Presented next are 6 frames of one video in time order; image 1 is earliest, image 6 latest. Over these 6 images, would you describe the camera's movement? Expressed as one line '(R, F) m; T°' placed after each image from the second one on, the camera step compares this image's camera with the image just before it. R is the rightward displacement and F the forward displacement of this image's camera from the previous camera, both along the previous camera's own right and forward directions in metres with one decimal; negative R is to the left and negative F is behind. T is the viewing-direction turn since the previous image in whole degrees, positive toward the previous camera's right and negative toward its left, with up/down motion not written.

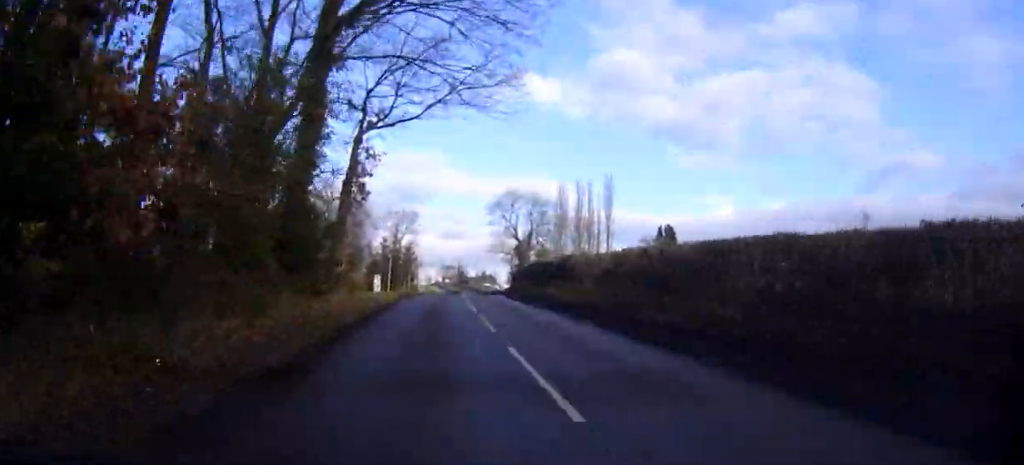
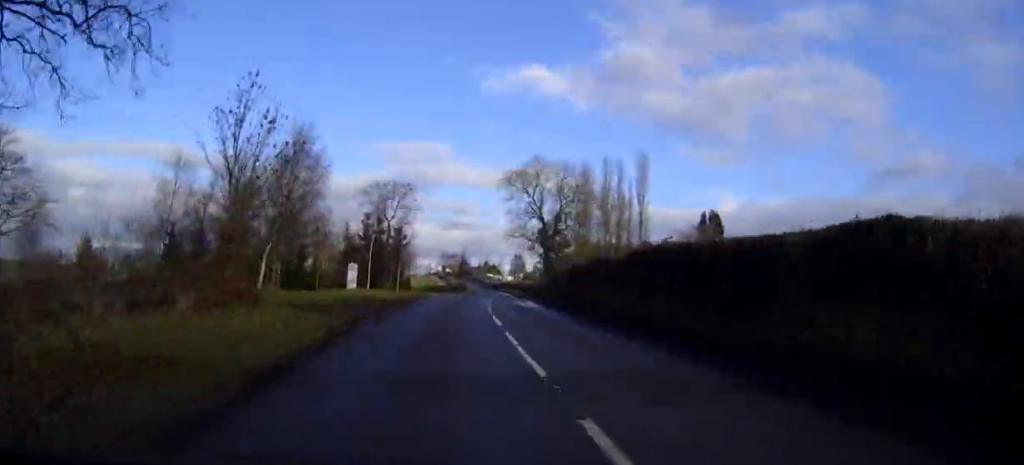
(-0.1, +23.6) m; 0°
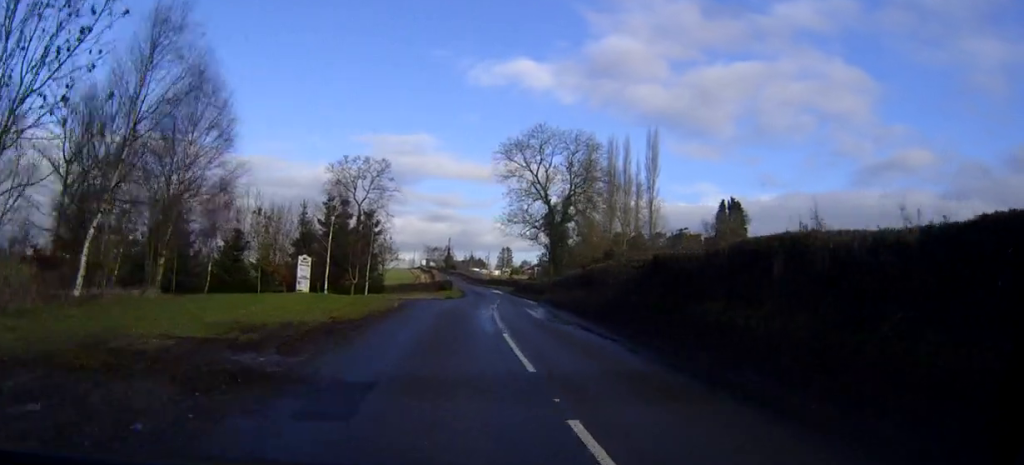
(0.0, +15.1) m; 0°
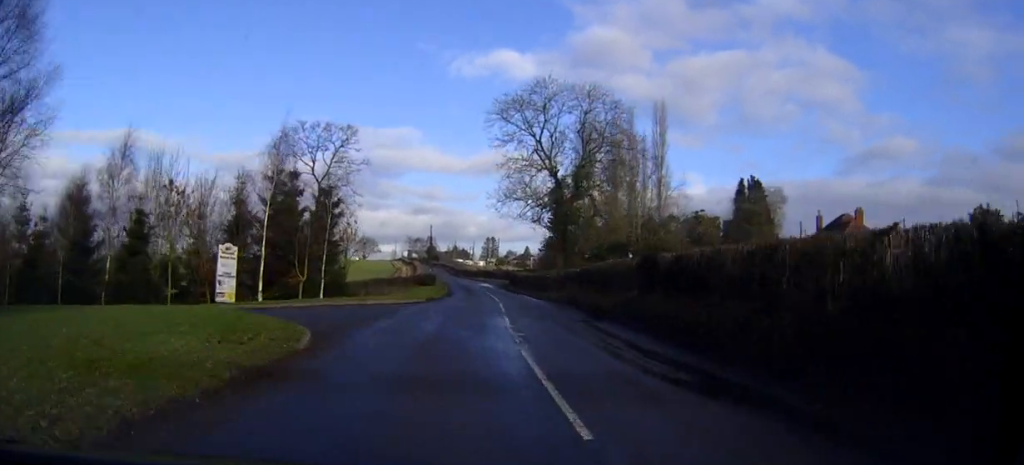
(0.0, +13.5) m; +1°
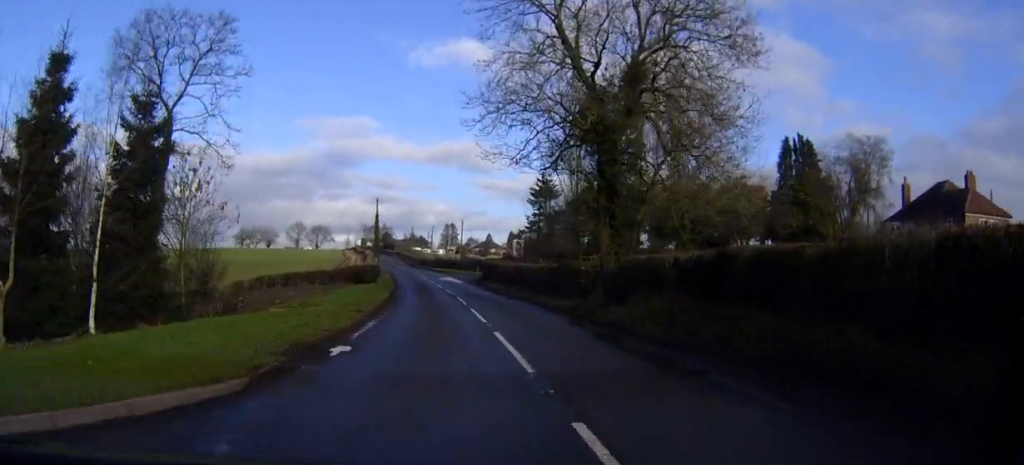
(+0.4, +24.9) m; +1°
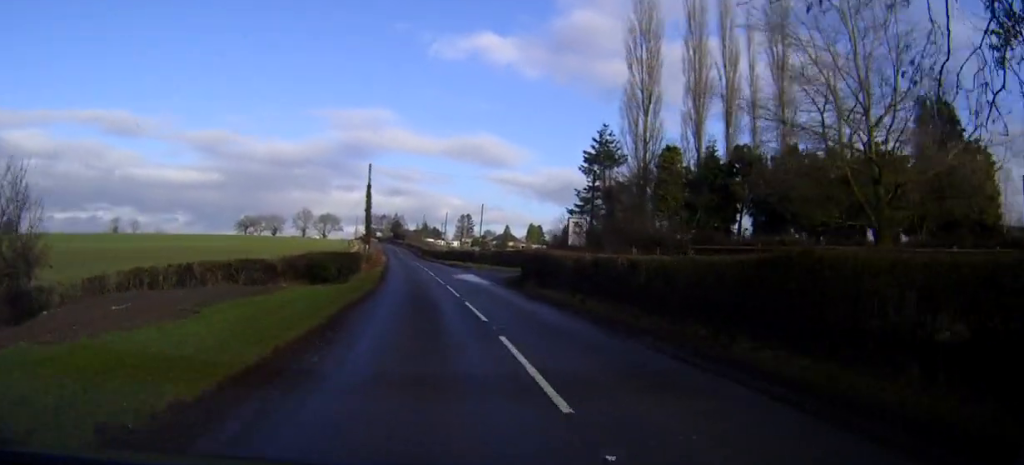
(0.0, +21.6) m; 0°
